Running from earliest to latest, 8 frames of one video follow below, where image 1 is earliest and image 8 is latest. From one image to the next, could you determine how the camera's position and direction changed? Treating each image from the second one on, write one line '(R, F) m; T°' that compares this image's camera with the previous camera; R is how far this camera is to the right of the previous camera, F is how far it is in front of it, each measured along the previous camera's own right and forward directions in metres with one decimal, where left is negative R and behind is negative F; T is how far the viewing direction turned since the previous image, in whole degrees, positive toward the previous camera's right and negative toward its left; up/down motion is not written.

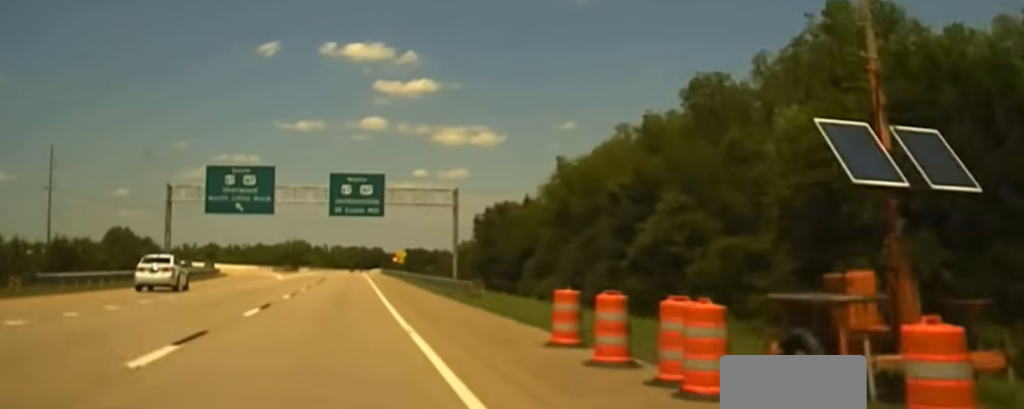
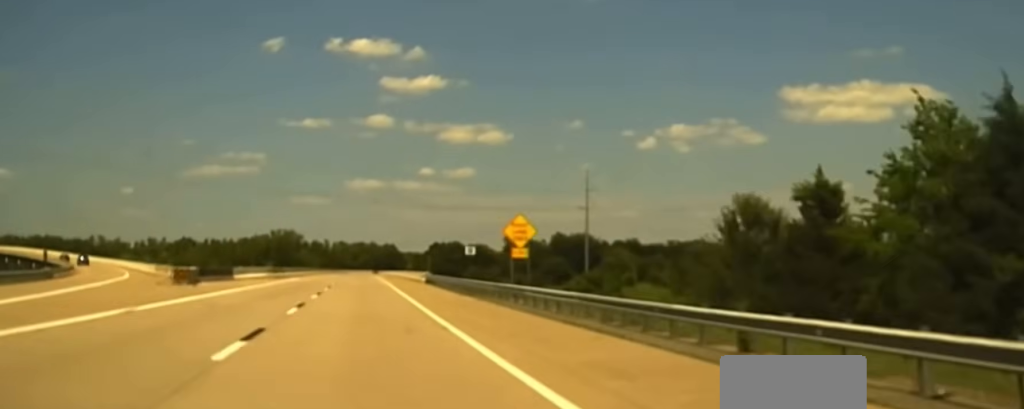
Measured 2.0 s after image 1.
(-1.1, +95.4) m; 0°
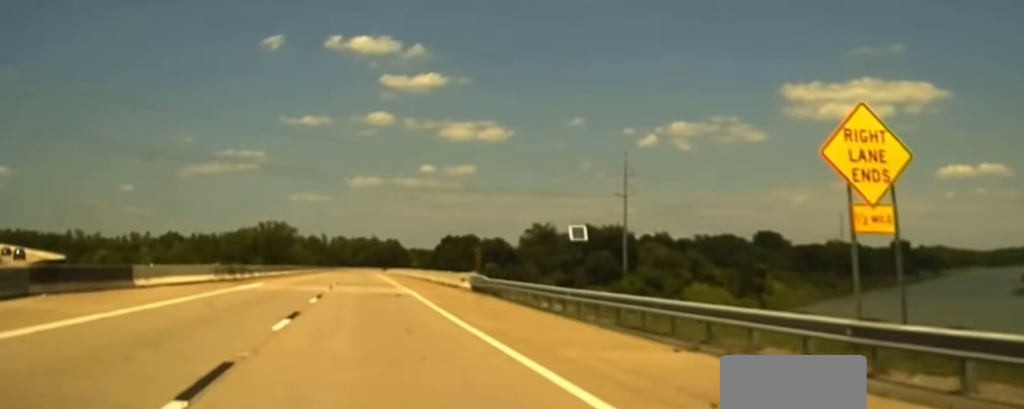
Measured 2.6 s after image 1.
(+0.2, +31.6) m; 0°
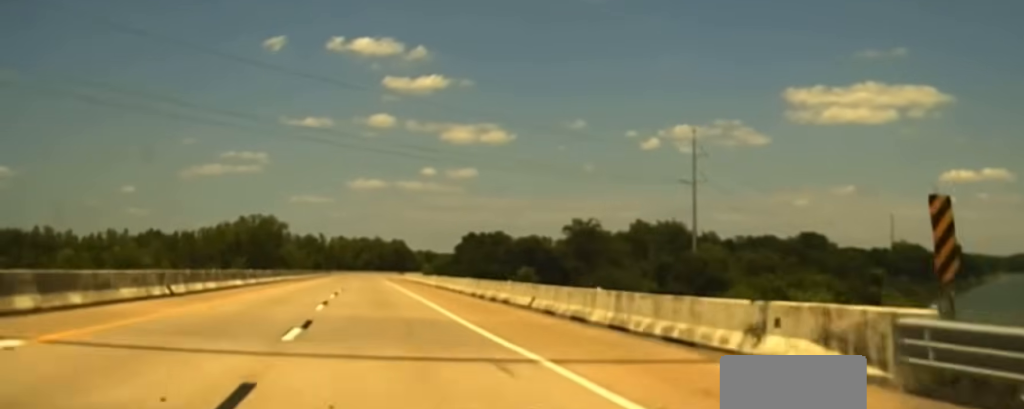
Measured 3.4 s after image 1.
(0.0, +37.9) m; 0°
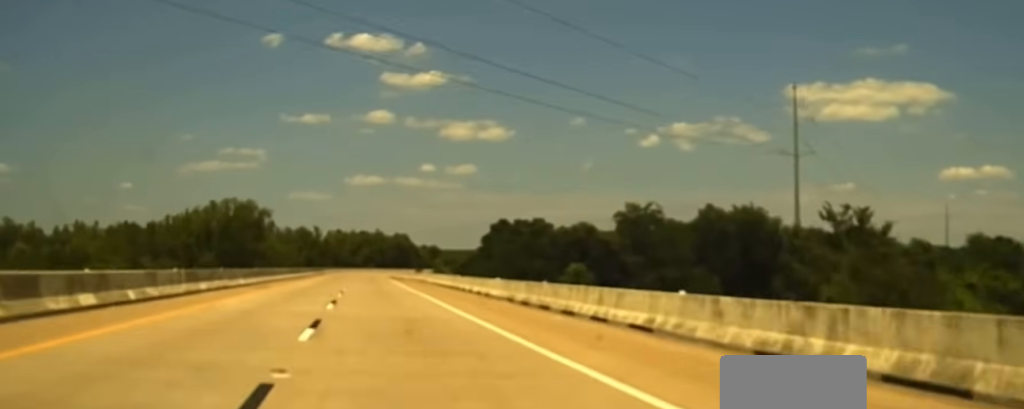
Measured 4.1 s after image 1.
(-0.3, +38.2) m; 0°
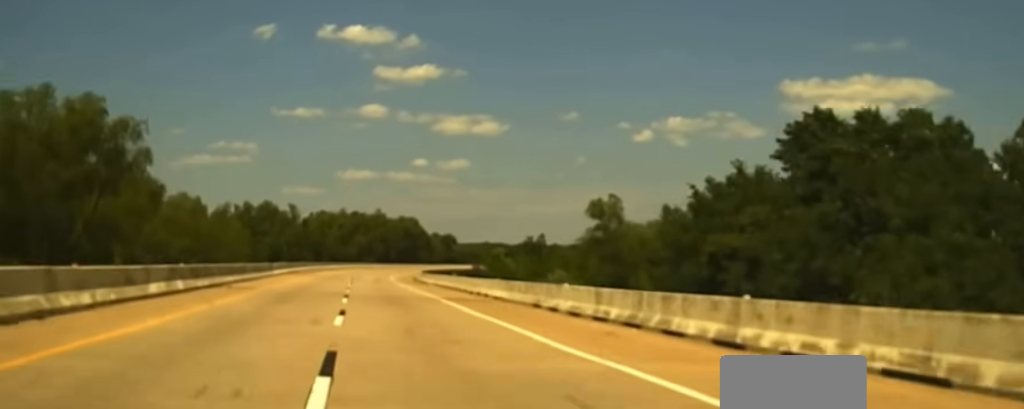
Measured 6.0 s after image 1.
(-0.1, +93.1) m; 0°
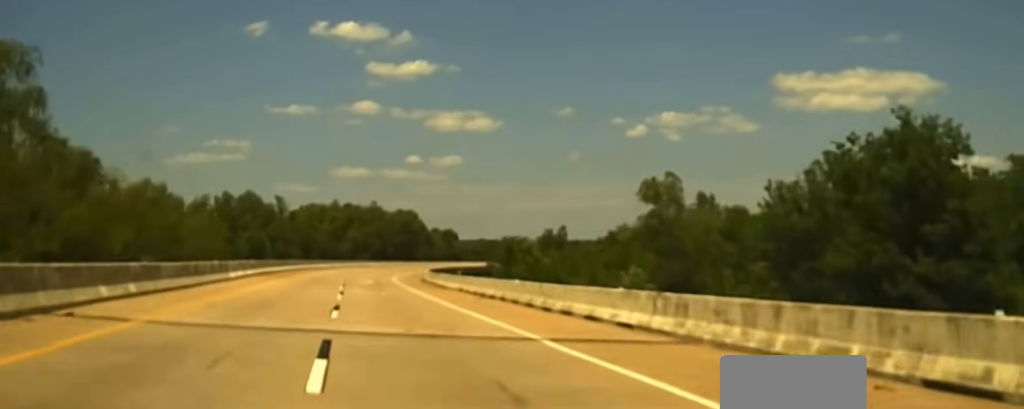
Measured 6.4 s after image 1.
(+0.3, +22.6) m; +1°
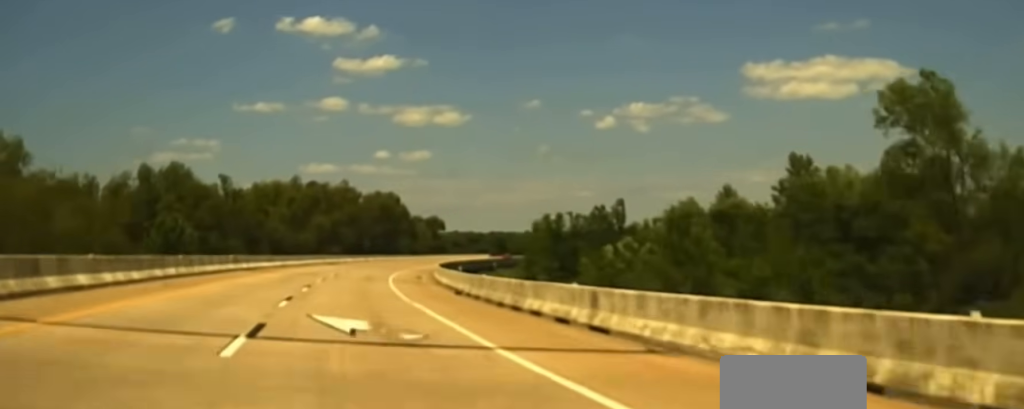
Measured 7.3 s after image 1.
(+0.7, +45.2) m; +2°
